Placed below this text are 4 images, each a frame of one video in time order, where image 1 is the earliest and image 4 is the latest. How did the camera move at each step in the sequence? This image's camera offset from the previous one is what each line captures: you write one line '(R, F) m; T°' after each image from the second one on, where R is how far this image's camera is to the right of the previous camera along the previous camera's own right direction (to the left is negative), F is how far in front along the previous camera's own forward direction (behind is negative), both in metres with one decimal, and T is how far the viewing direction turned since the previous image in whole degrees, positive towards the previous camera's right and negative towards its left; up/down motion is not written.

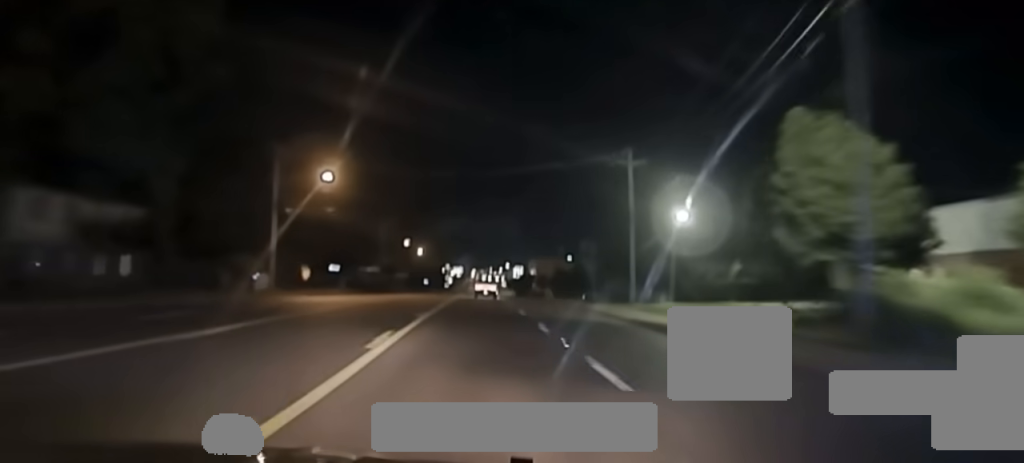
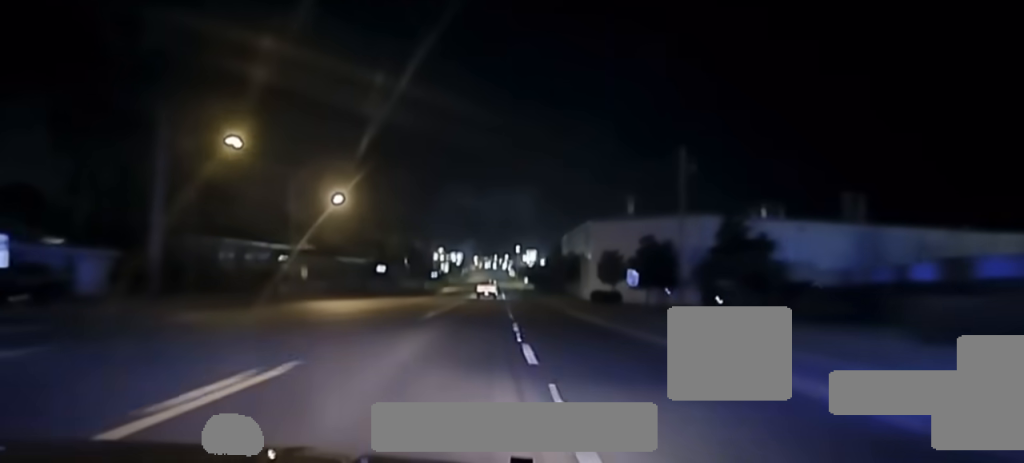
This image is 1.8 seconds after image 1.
(-0.9, +85.4) m; -1°
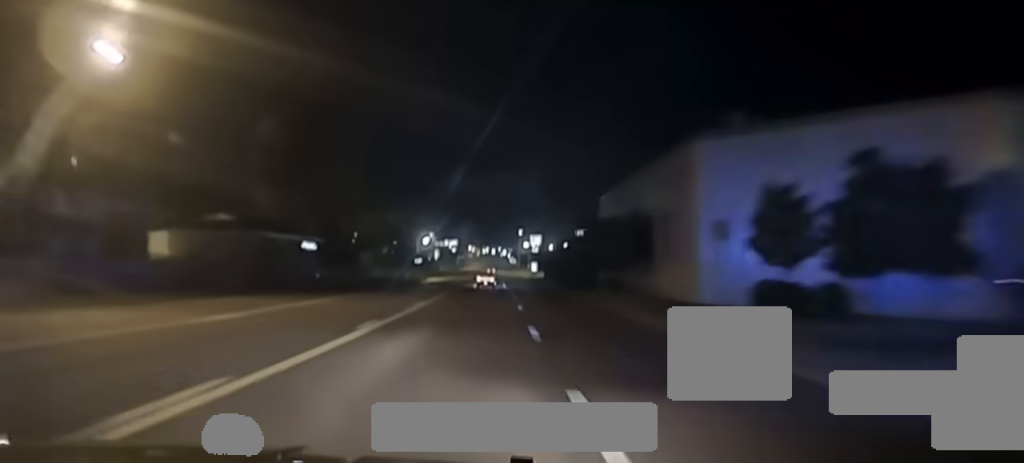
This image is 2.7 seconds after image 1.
(+0.1, +49.2) m; 0°
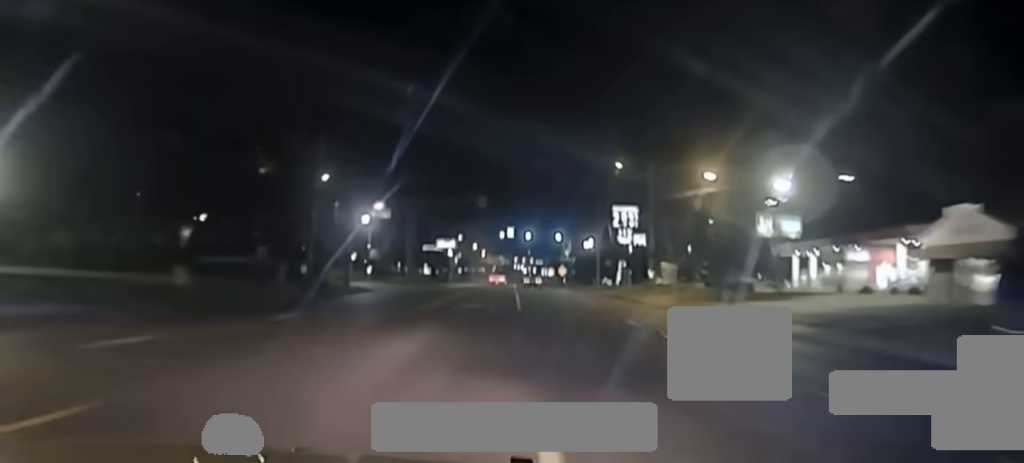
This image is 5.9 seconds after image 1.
(-2.2, +191.0) m; -1°
